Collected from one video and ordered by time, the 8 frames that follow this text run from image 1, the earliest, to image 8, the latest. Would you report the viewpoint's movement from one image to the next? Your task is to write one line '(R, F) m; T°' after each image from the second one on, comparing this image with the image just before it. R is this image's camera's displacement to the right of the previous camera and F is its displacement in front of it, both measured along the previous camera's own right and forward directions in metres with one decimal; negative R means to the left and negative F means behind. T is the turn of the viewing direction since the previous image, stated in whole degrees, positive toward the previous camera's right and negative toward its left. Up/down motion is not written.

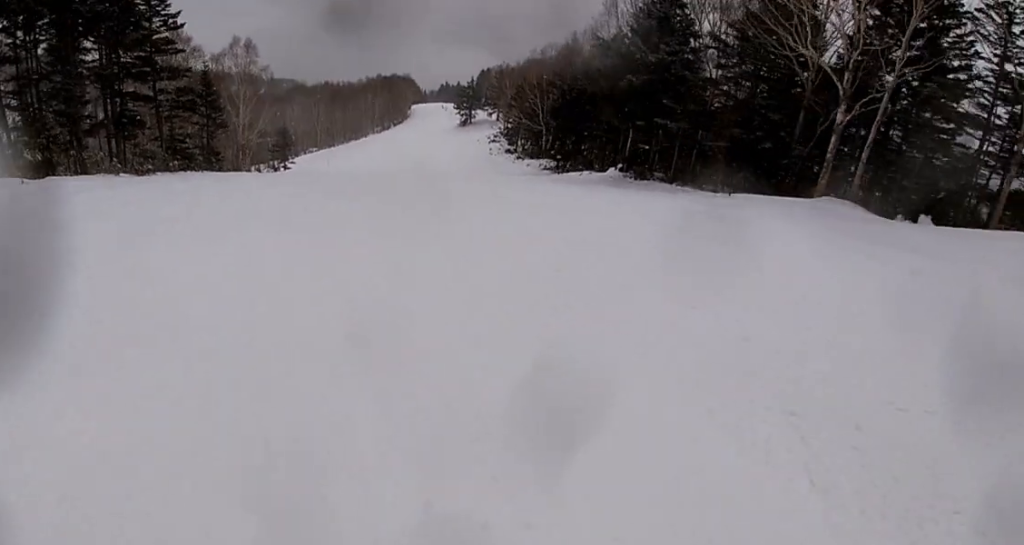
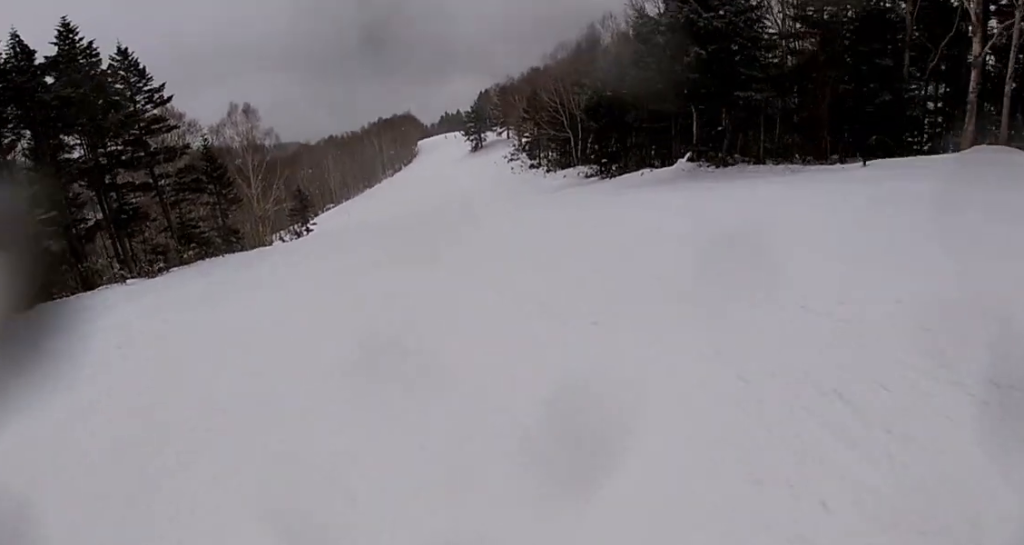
(-0.1, +5.4) m; +6°
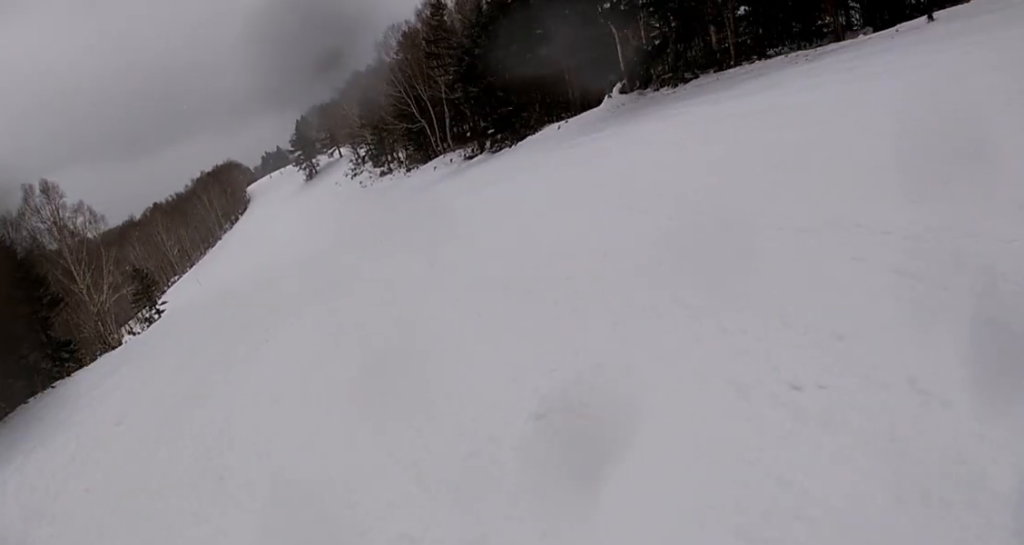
(+0.8, +8.4) m; +15°
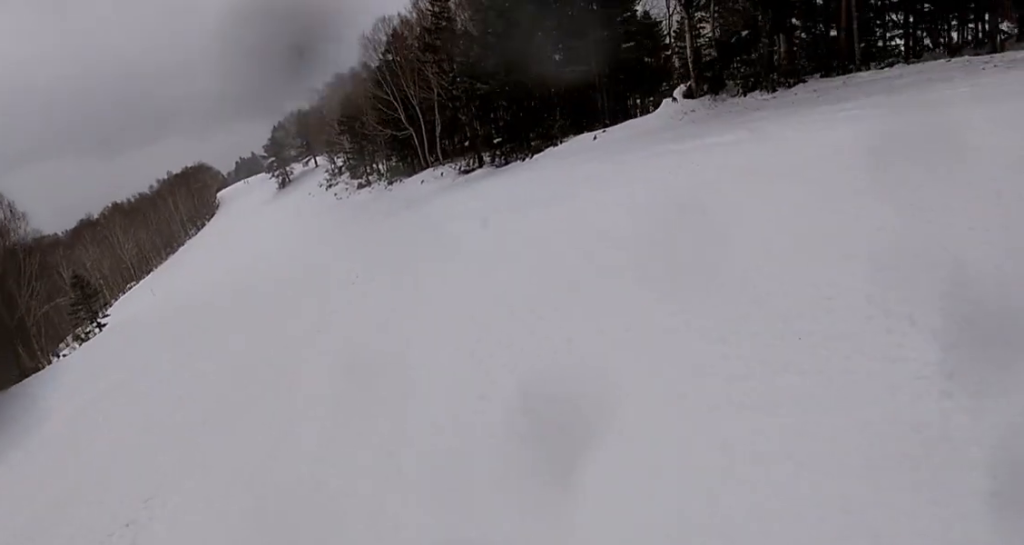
(+0.7, +6.3) m; +9°
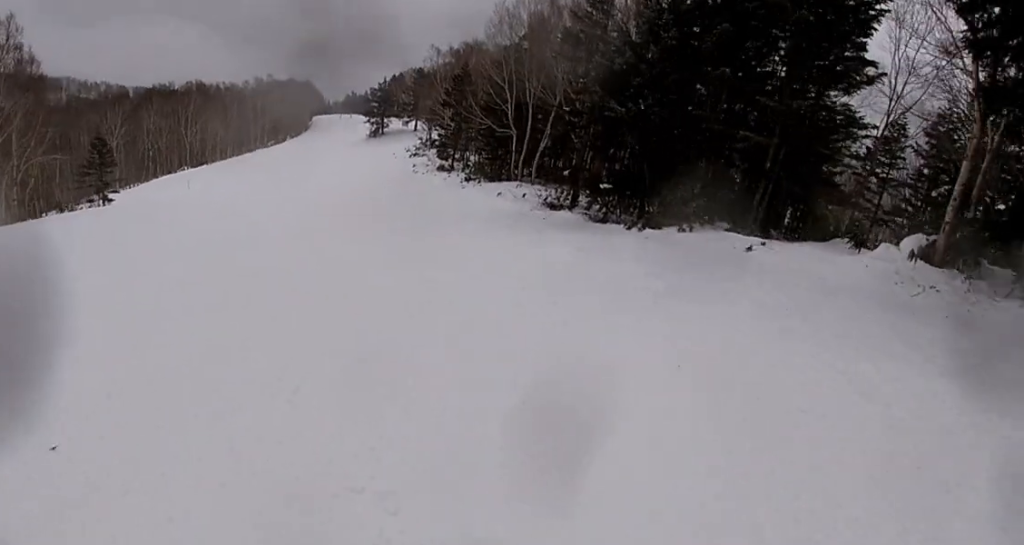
(+0.9, +8.0) m; -5°
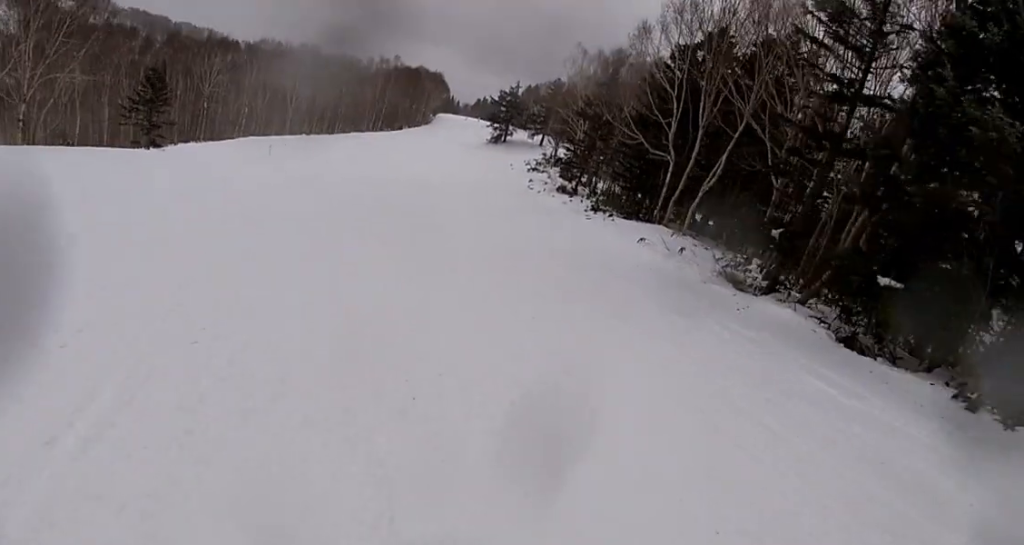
(-2.8, +10.6) m; -27°
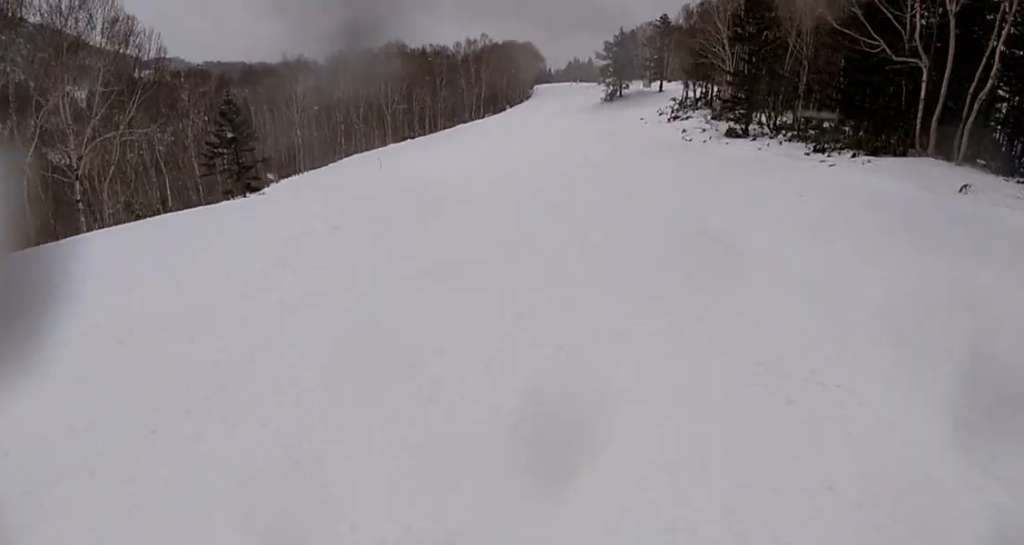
(-2.0, +8.5) m; -2°
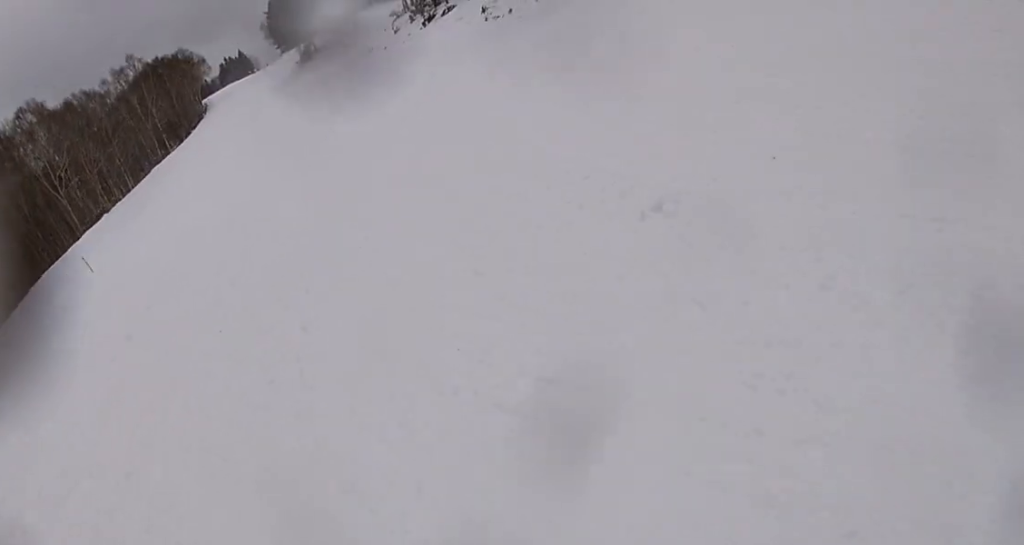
(+3.9, +18.5) m; +27°
